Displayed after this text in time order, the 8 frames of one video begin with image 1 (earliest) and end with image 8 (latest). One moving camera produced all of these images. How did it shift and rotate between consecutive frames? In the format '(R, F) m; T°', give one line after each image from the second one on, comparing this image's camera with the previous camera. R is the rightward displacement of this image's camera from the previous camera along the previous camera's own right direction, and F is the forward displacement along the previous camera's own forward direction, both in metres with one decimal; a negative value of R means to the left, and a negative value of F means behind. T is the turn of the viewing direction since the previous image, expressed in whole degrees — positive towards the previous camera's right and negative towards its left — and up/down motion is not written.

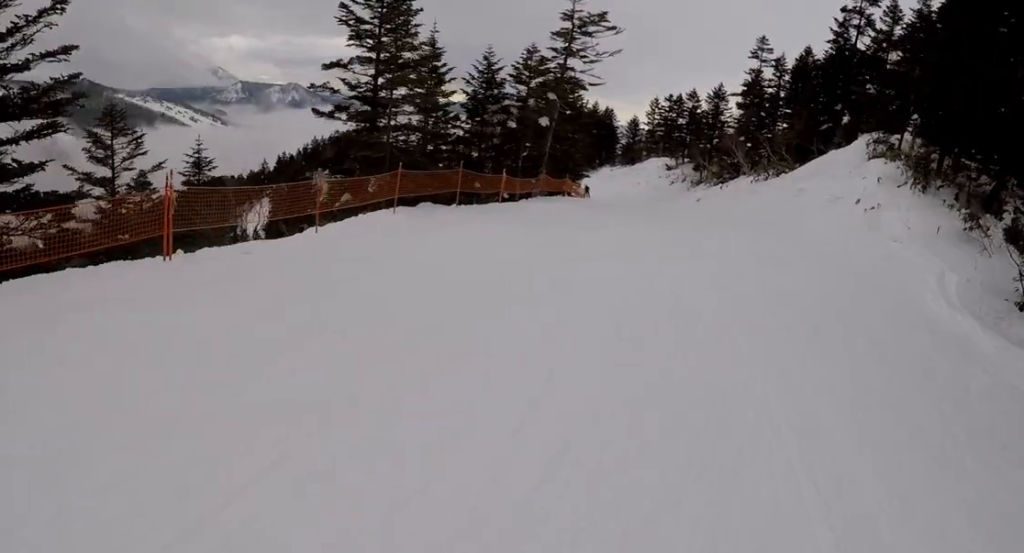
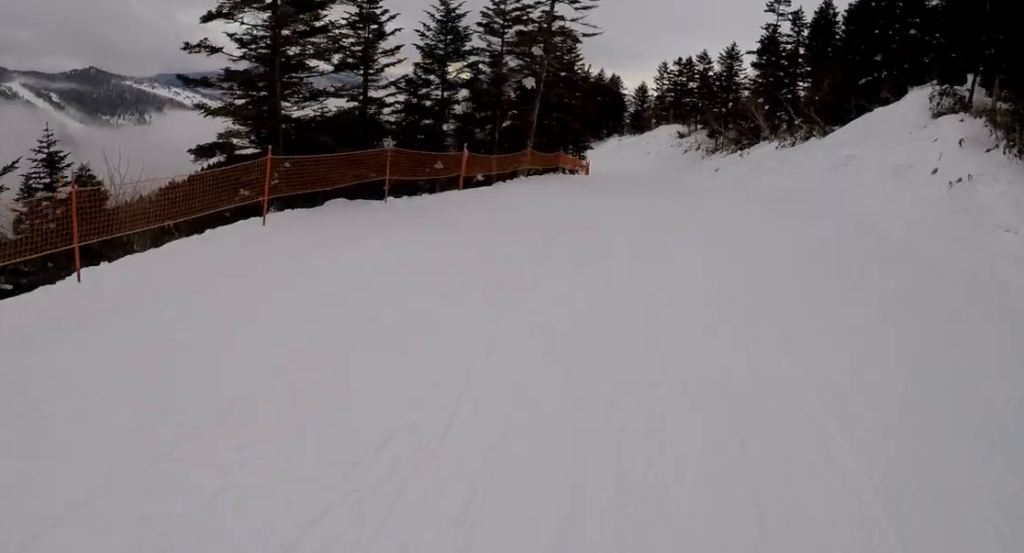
(+0.2, +5.3) m; 0°
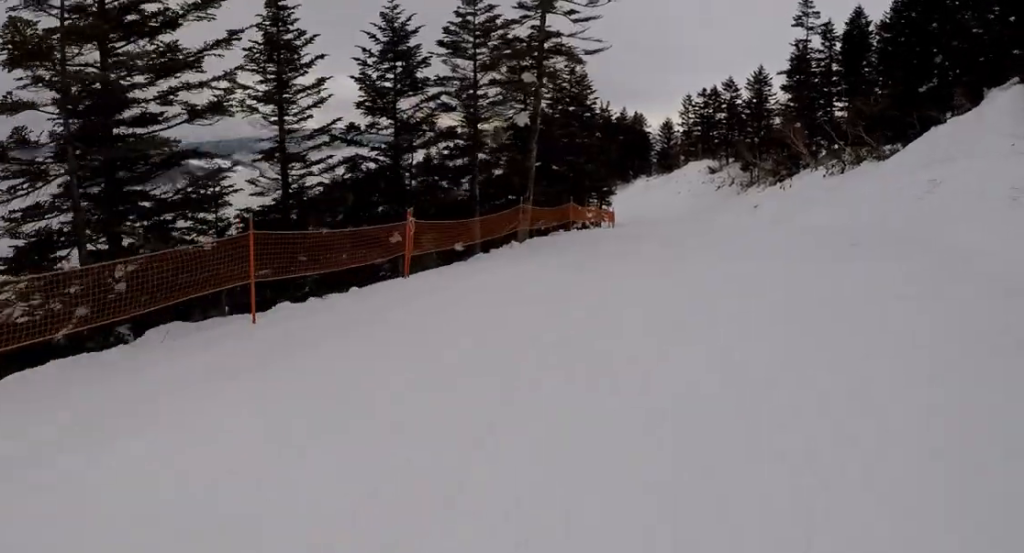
(-0.2, +5.1) m; -4°
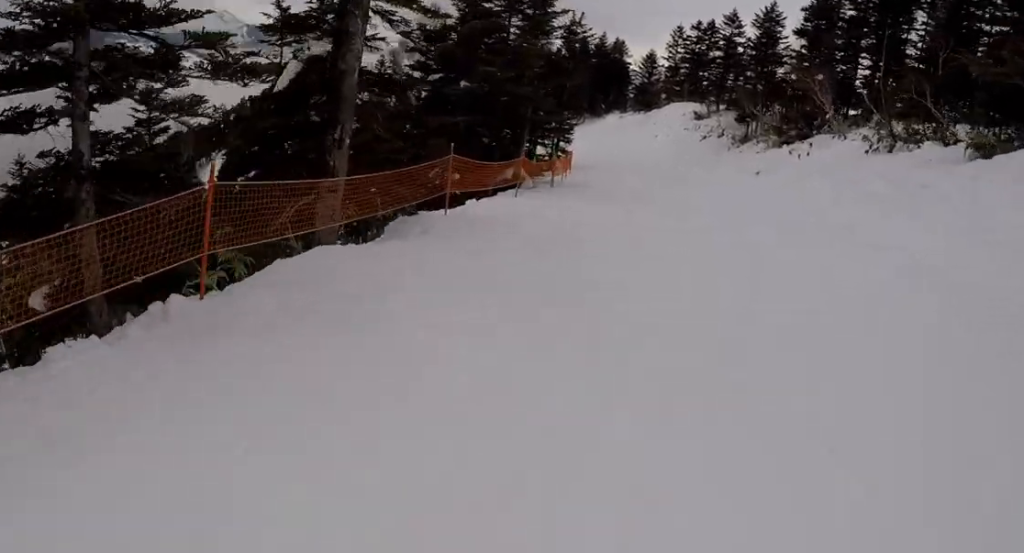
(-0.3, +10.6) m; +4°
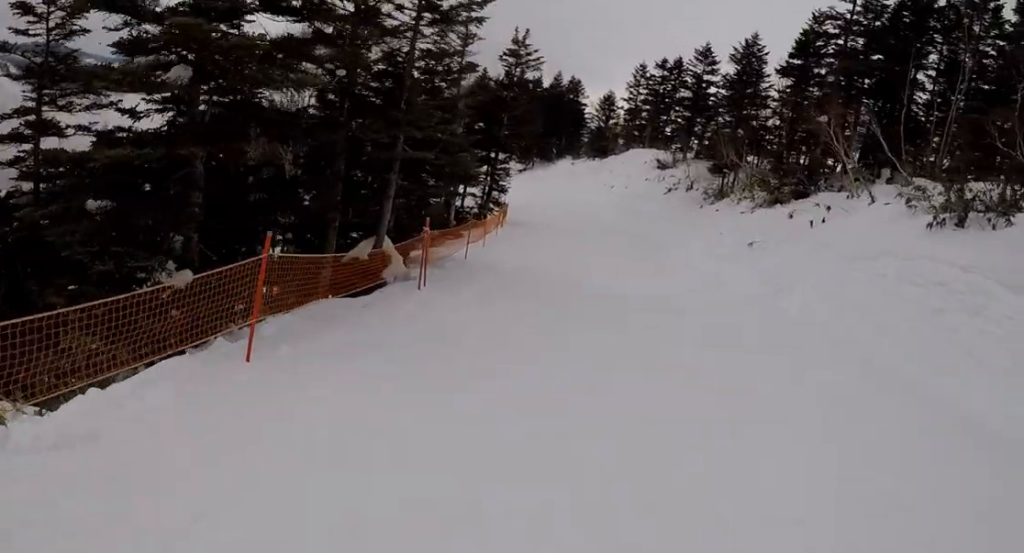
(+0.7, +10.3) m; -1°
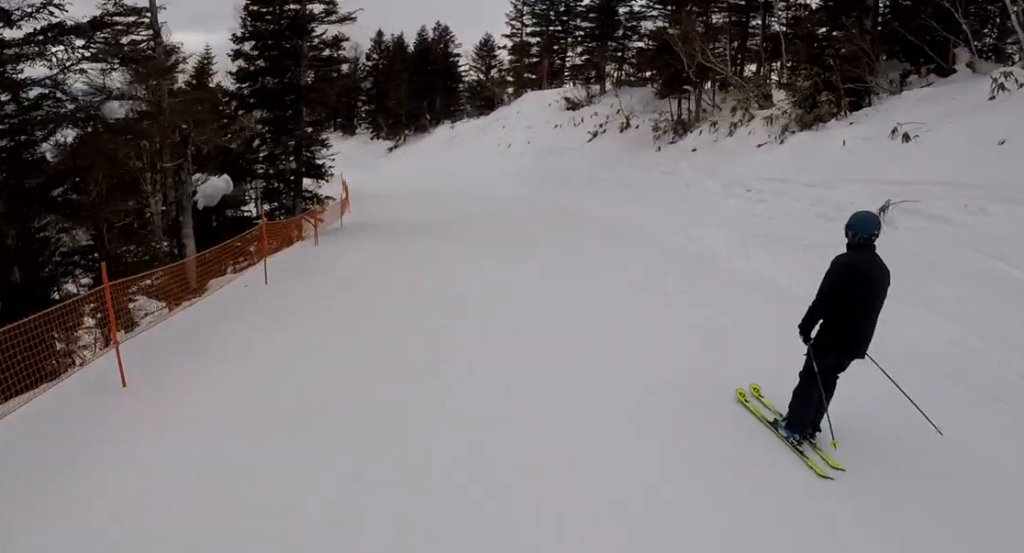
(-2.5, +16.2) m; -8°
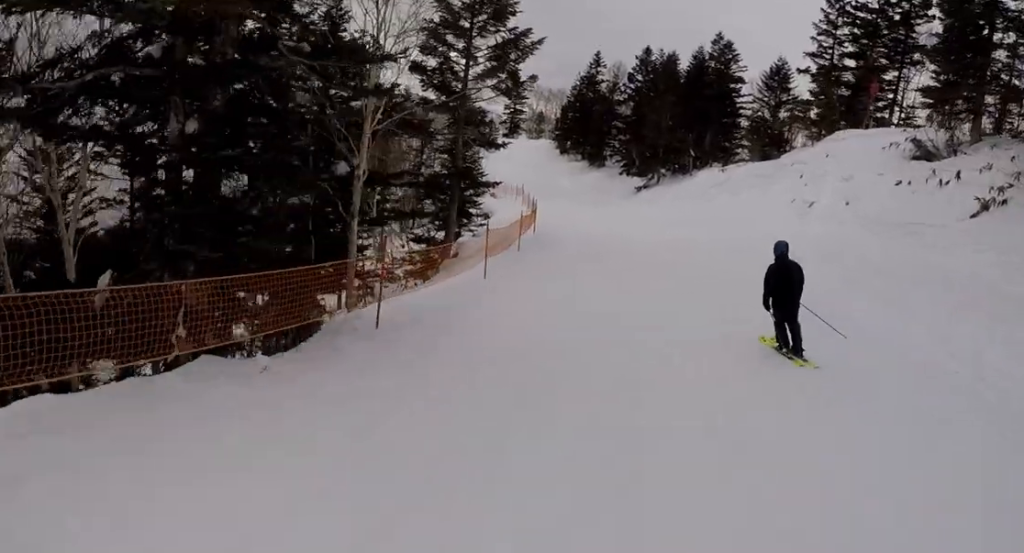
(+0.6, +14.4) m; -3°
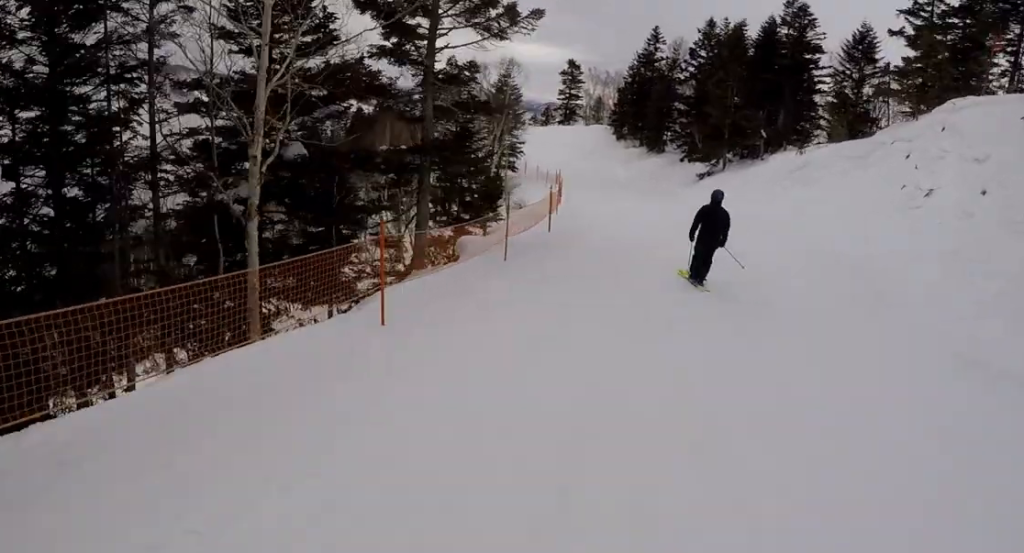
(-0.4, +6.1) m; -4°
